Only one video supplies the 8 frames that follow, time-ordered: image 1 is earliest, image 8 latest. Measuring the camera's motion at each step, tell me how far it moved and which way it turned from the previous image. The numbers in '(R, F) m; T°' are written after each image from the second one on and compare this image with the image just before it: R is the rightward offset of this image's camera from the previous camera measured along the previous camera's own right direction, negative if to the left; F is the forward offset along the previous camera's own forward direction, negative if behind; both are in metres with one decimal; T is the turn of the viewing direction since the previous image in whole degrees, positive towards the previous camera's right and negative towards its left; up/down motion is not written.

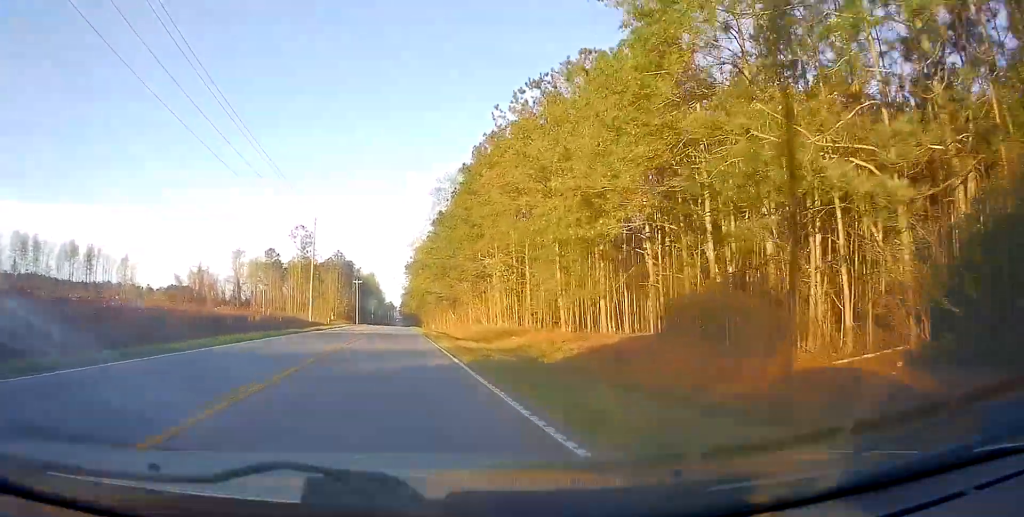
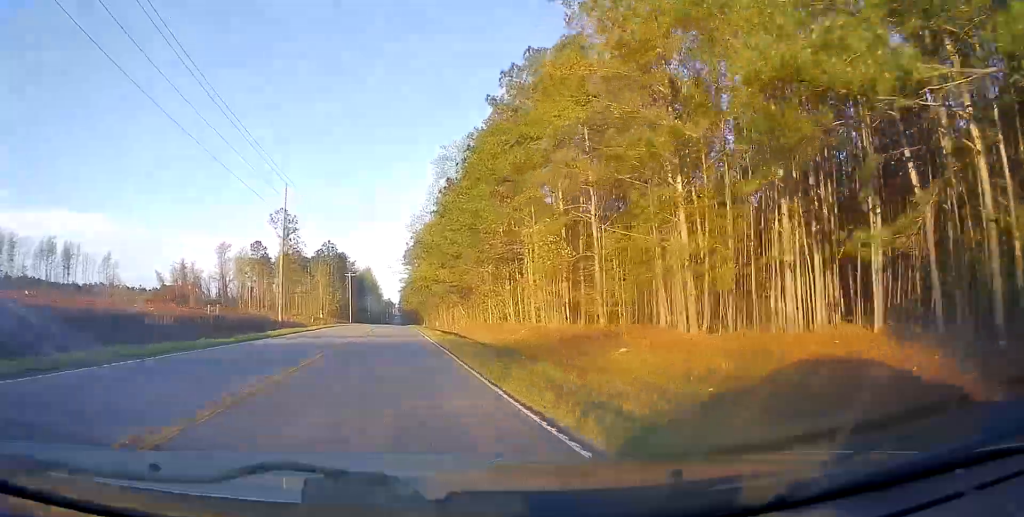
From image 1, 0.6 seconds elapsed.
(-0.3, +16.5) m; 0°
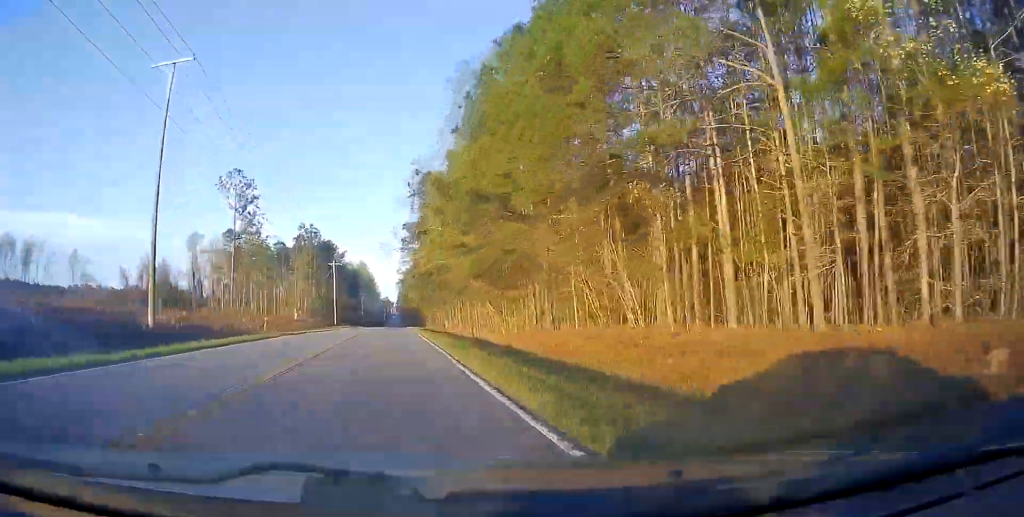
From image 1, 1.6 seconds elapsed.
(+0.5, +27.3) m; +1°
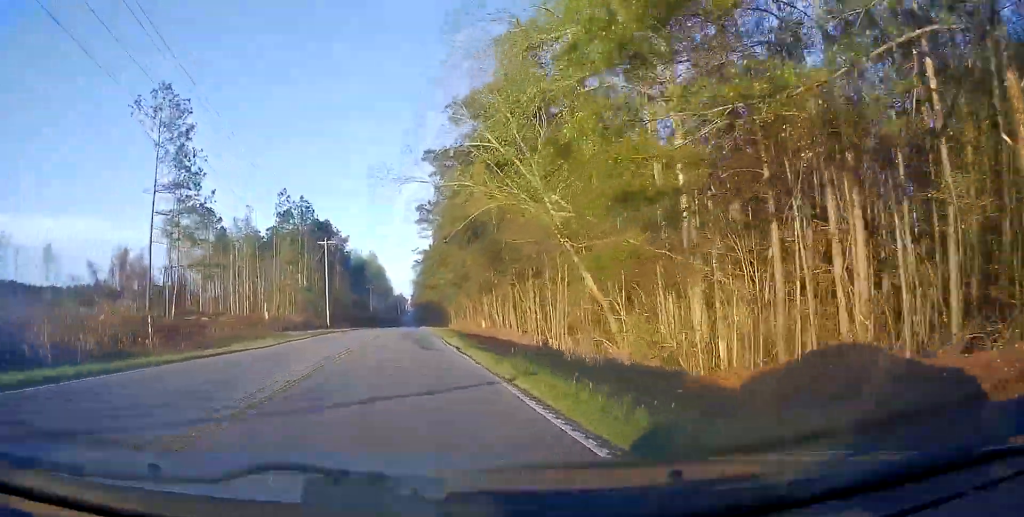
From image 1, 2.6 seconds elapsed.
(0.0, +27.5) m; 0°
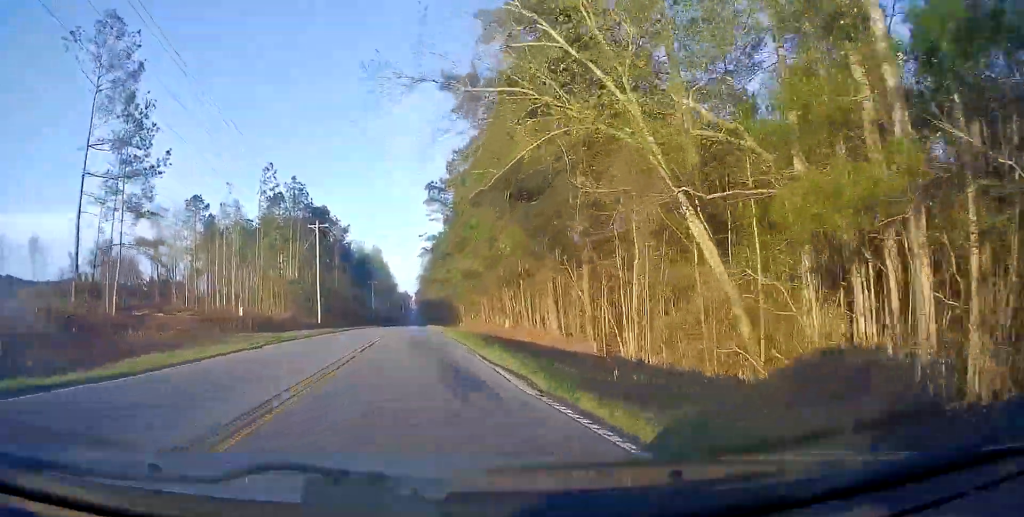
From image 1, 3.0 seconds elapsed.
(+0.1, +11.6) m; 0°
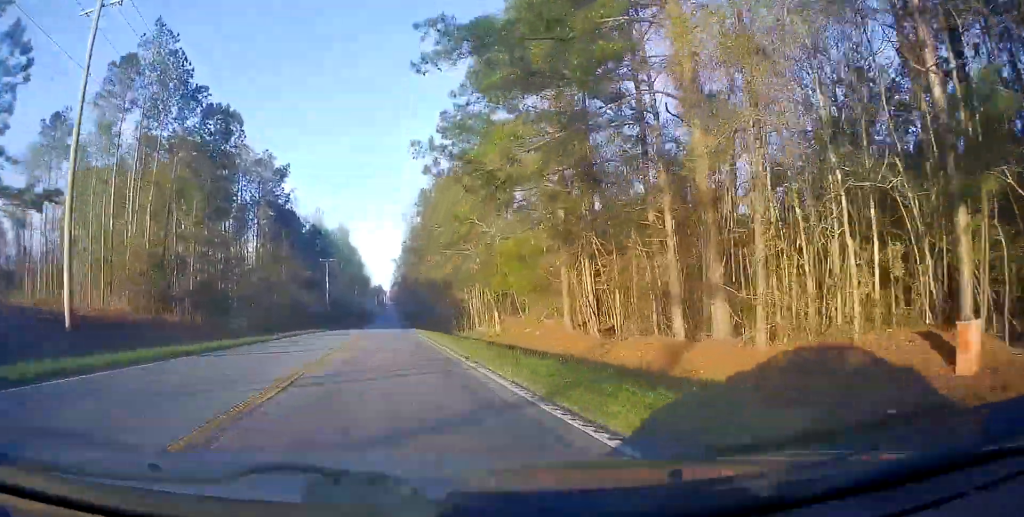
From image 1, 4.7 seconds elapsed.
(+0.1, +47.4) m; -1°
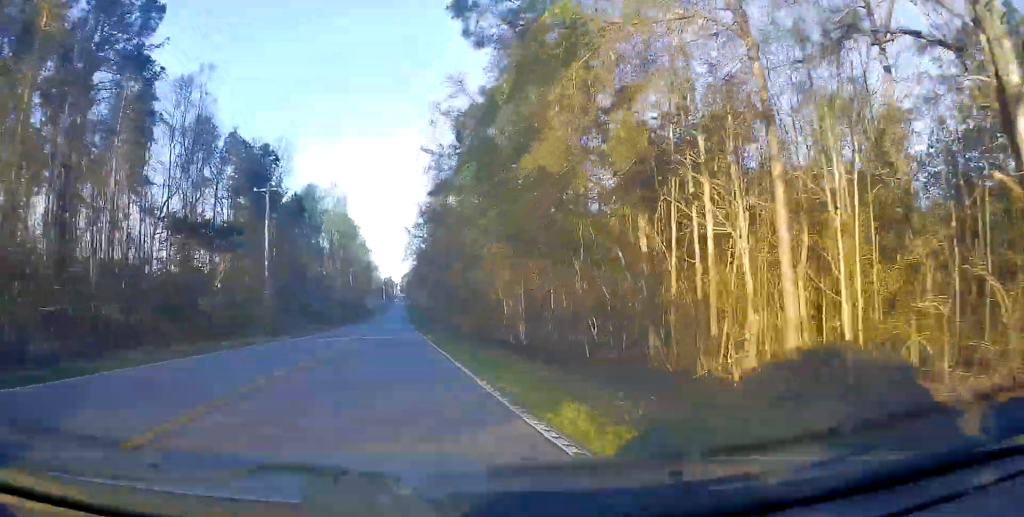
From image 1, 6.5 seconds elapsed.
(-0.3, +50.5) m; +1°
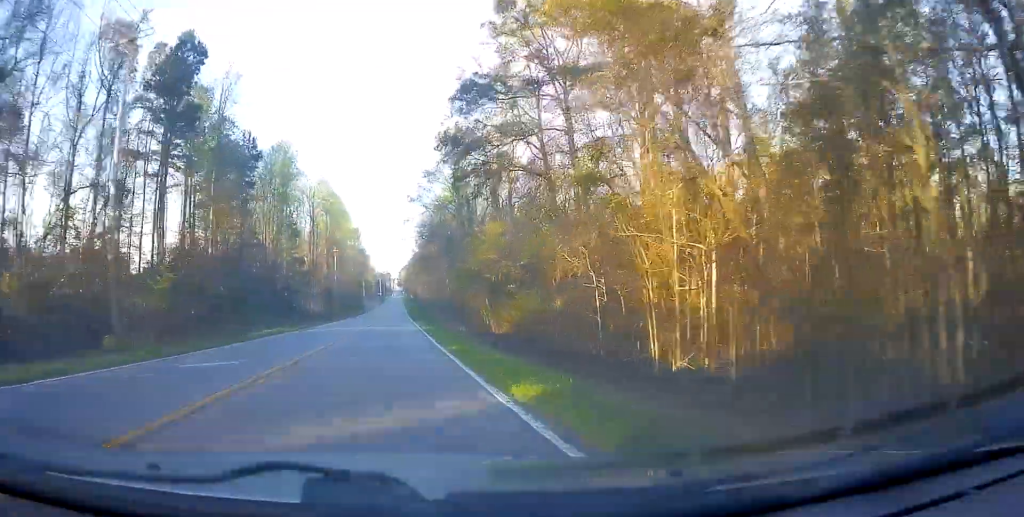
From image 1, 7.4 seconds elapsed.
(+0.4, +25.7) m; +1°
